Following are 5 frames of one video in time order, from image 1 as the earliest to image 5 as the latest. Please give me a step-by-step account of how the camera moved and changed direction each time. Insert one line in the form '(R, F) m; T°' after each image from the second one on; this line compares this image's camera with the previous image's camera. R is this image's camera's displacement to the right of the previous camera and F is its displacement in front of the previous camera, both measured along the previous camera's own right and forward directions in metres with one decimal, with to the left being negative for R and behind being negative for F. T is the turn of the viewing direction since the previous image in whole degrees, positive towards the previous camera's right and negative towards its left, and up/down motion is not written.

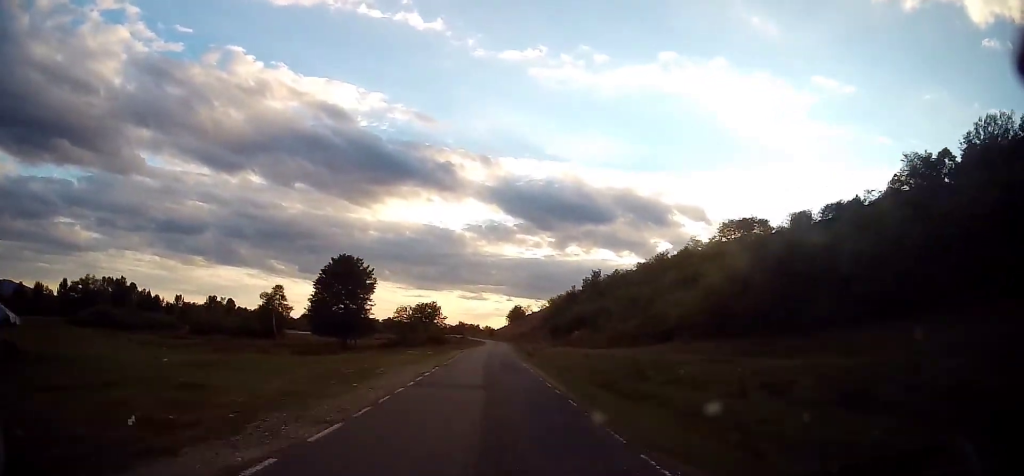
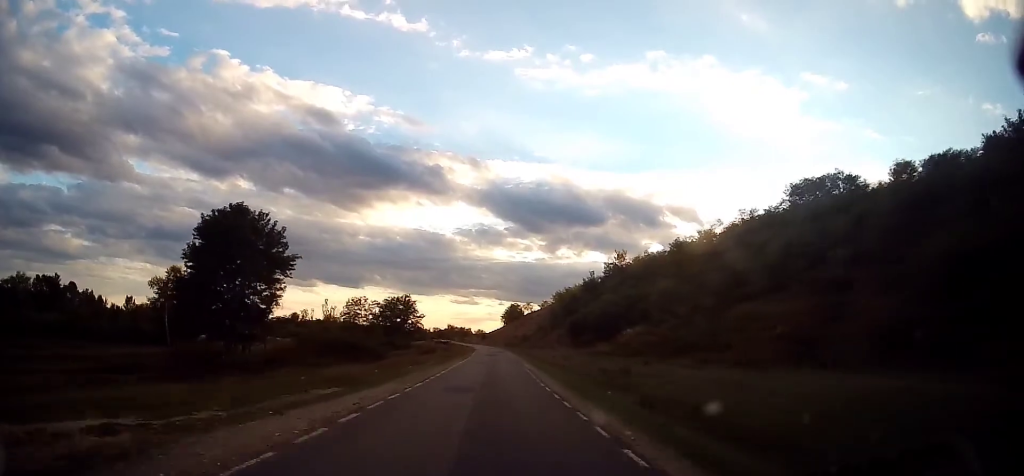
(-0.5, +41.1) m; 0°
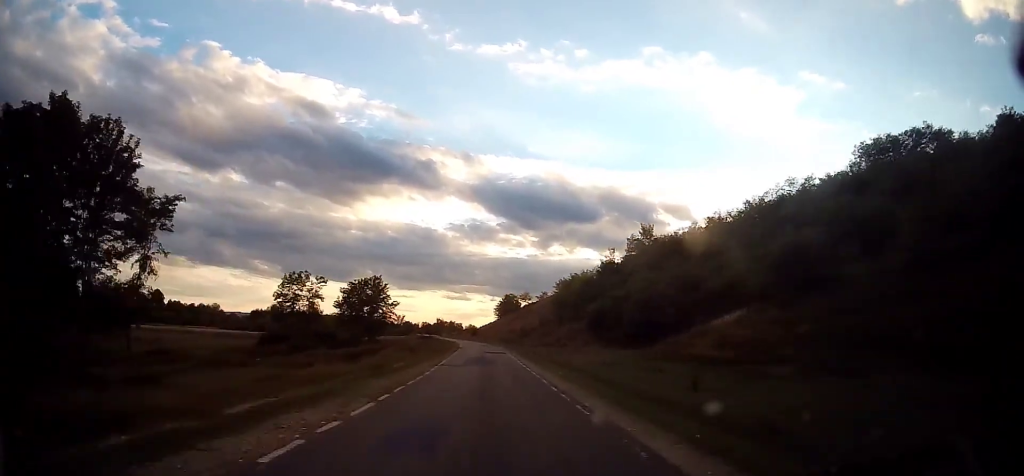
(+0.6, +26.4) m; +2°
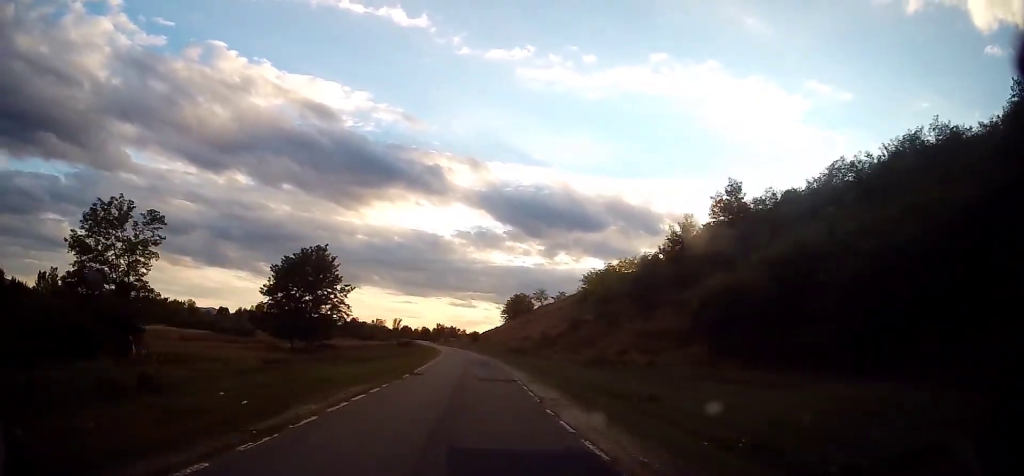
(+0.3, +36.0) m; 0°
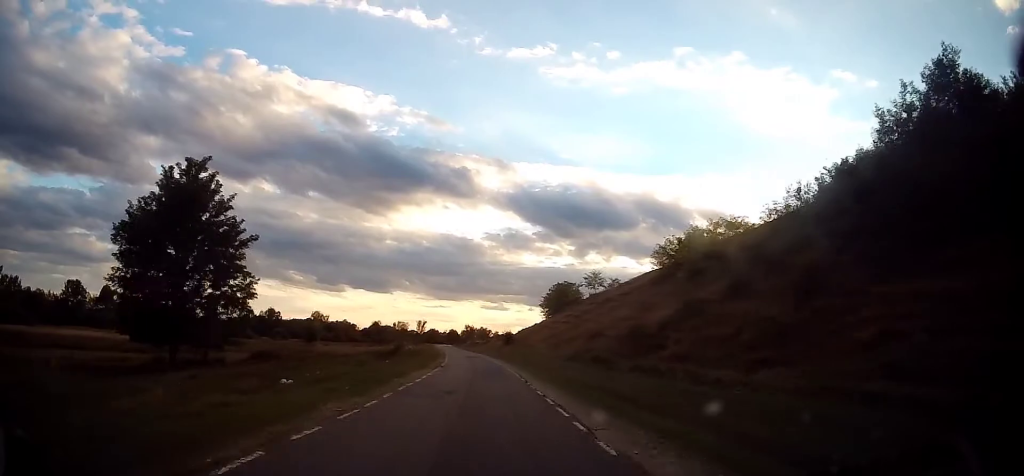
(-1.3, +33.4) m; -5°
